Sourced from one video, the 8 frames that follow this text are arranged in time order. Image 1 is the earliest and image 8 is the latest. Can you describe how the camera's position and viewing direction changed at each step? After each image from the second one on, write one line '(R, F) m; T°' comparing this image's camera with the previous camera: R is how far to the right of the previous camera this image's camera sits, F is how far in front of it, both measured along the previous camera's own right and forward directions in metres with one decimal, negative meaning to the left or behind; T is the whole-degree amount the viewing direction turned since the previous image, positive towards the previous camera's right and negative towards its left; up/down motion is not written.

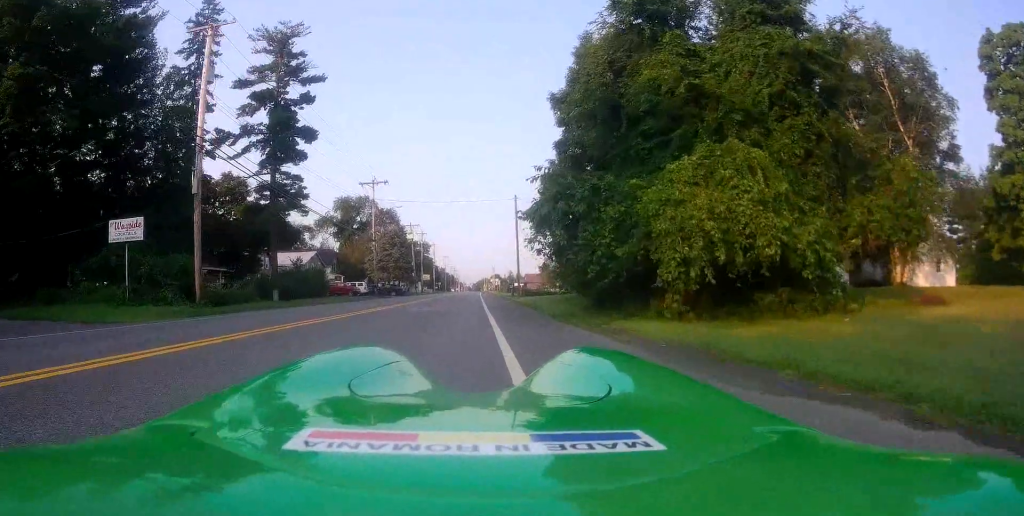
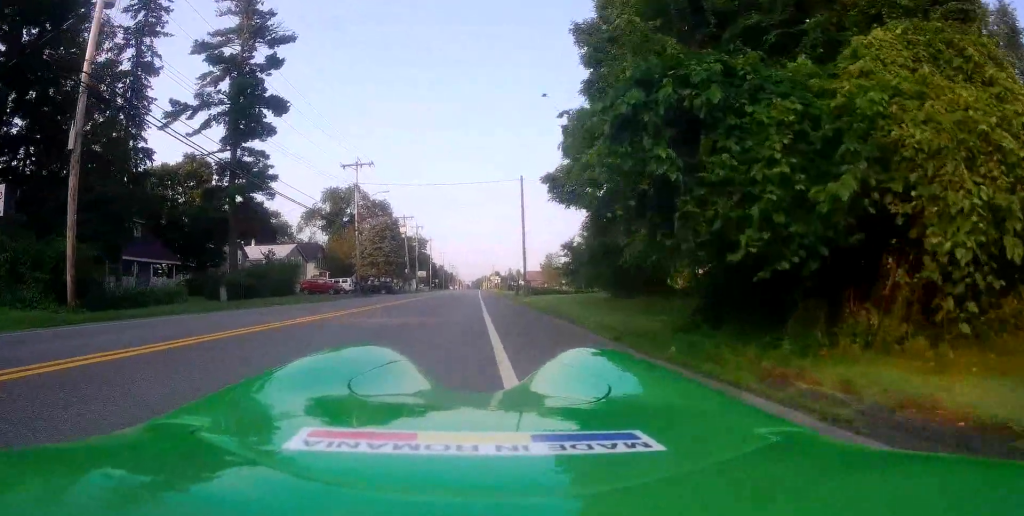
(+0.1, +8.2) m; -2°
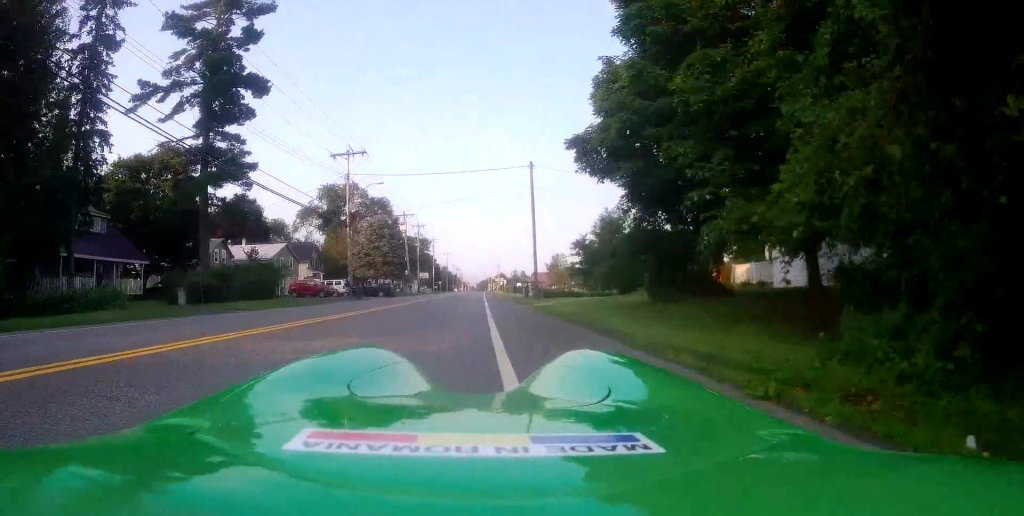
(-0.3, +4.9) m; -2°
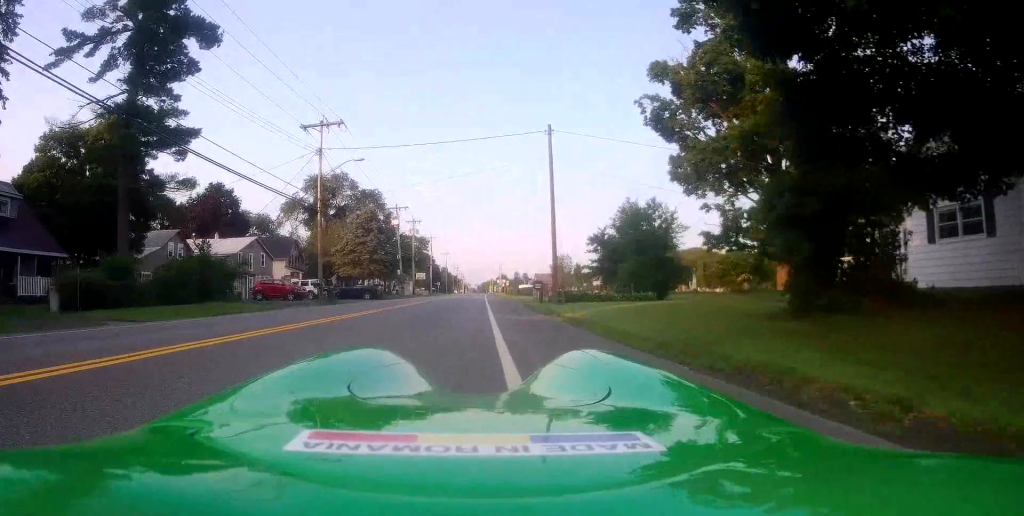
(-0.1, +9.1) m; -1°
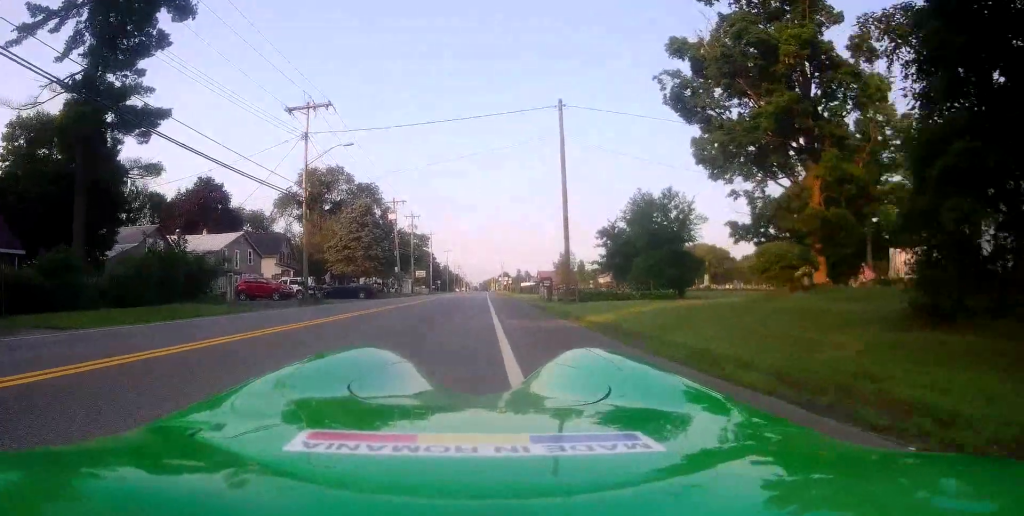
(-0.1, +3.6) m; +1°
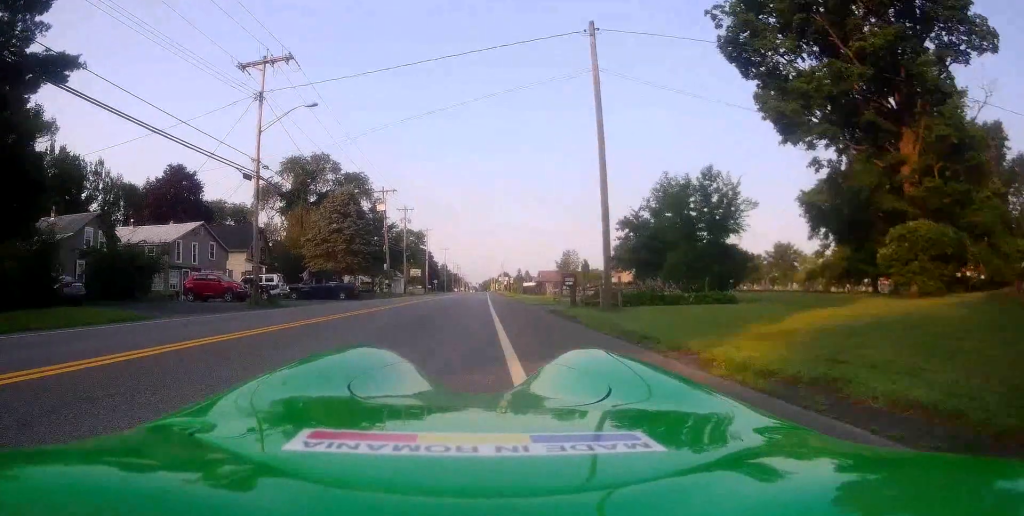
(+0.2, +7.7) m; +3°
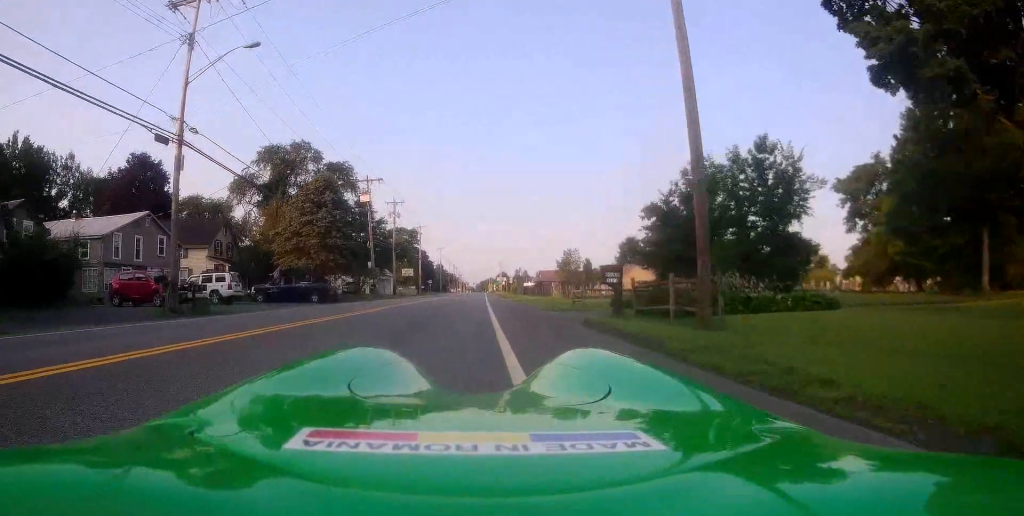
(+0.1, +7.4) m; +3°
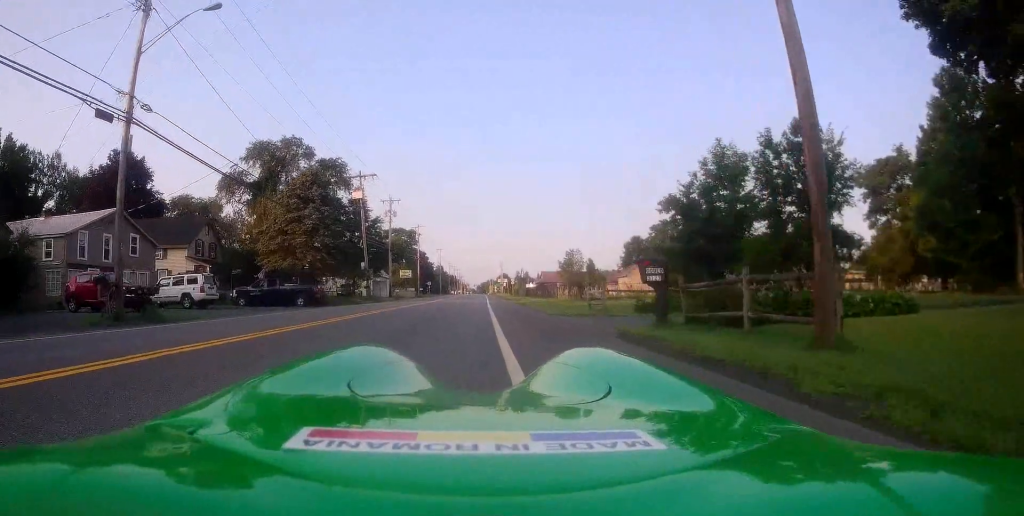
(+0.1, +3.6) m; 0°
